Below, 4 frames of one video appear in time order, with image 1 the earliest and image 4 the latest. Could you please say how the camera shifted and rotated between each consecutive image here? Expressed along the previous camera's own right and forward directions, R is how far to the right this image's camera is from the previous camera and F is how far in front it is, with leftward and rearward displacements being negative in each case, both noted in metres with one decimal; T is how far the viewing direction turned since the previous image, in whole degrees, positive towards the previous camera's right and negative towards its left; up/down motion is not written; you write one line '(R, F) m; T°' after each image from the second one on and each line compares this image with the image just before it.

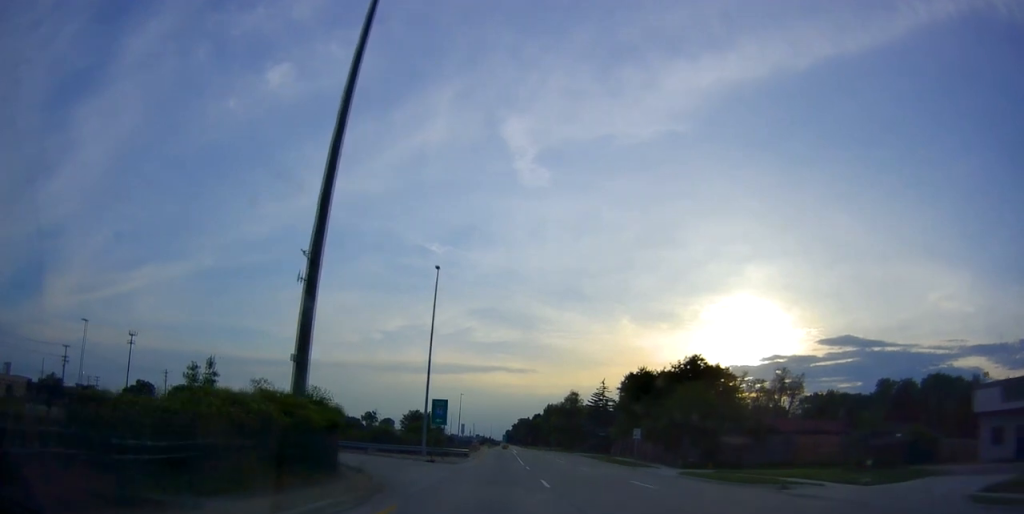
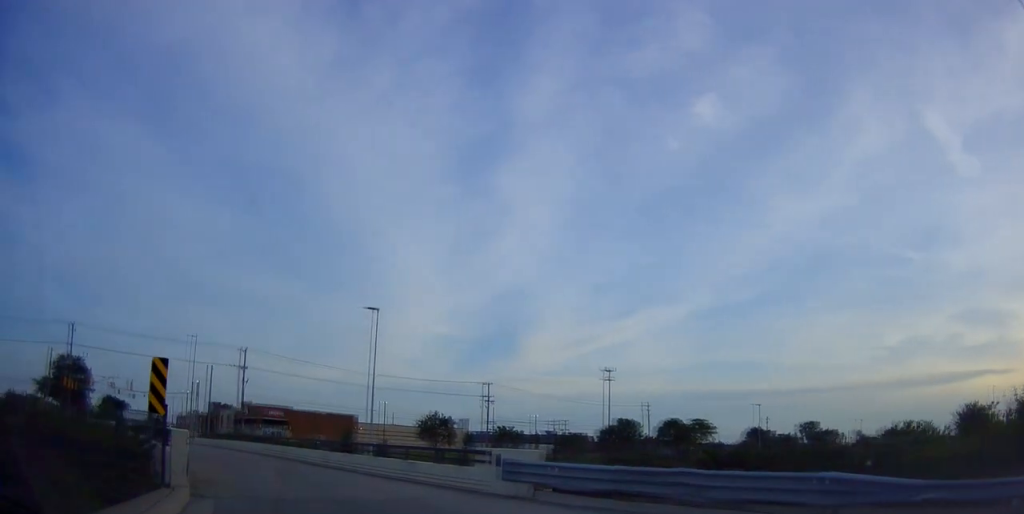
(-5.7, +38.2) m; -36°
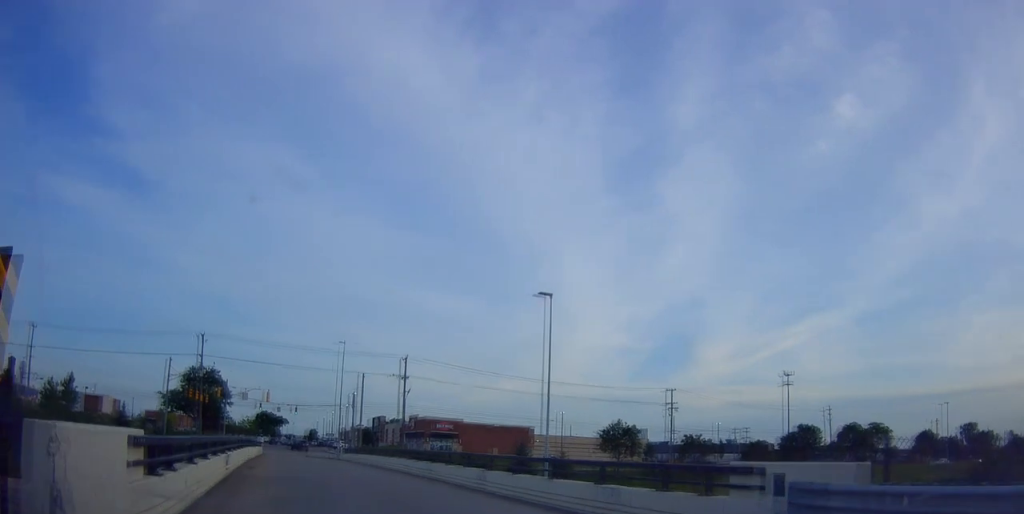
(-1.3, +7.2) m; -18°
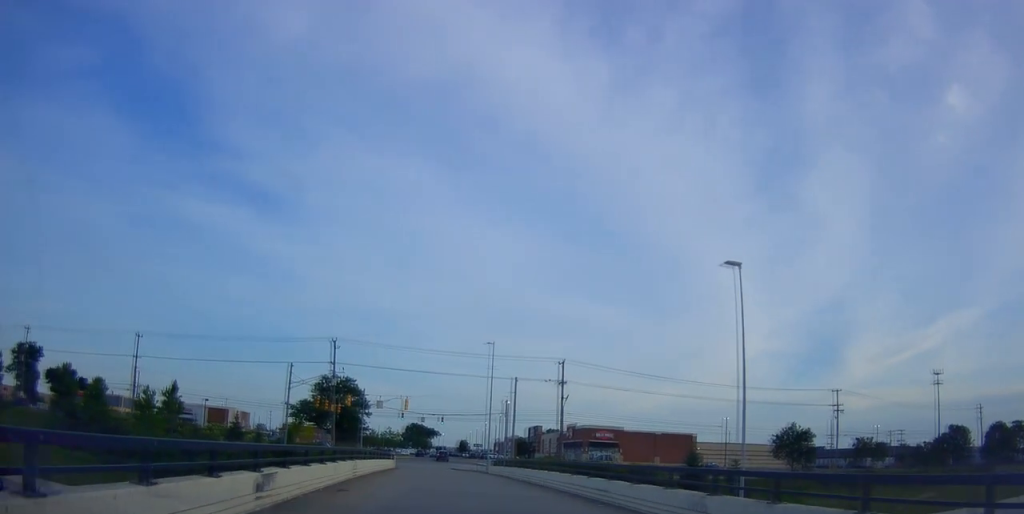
(-0.9, +7.0) m; -16°
